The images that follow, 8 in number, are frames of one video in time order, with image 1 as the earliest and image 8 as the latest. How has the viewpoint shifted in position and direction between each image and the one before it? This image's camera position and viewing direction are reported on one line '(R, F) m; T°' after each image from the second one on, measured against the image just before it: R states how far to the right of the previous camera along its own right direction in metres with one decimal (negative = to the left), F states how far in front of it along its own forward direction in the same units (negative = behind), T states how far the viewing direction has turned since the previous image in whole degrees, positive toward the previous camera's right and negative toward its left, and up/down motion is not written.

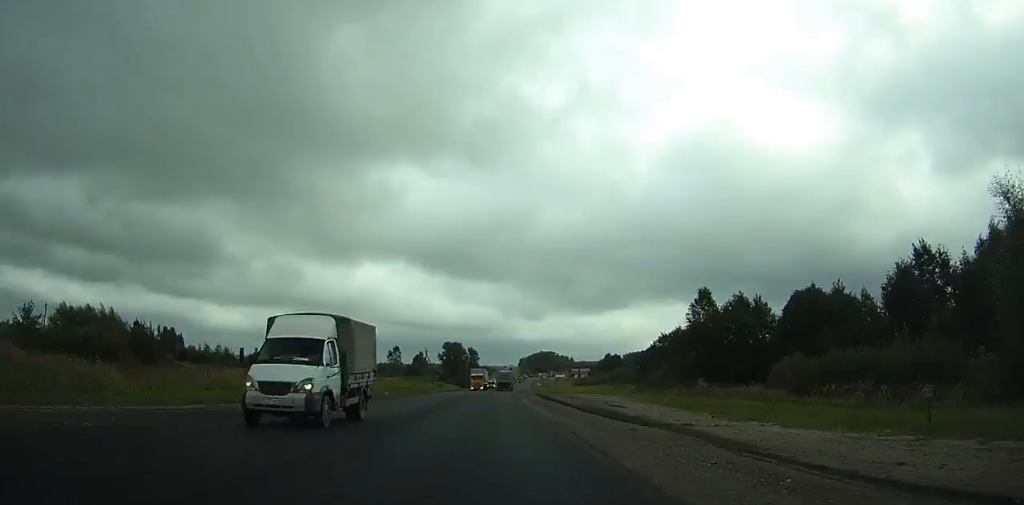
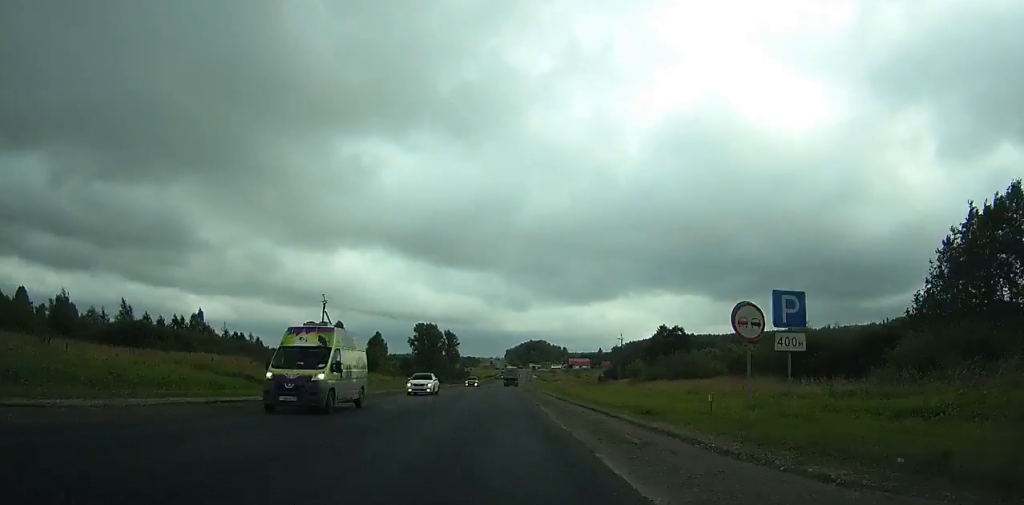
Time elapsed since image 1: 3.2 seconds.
(+0.5, +72.0) m; +1°
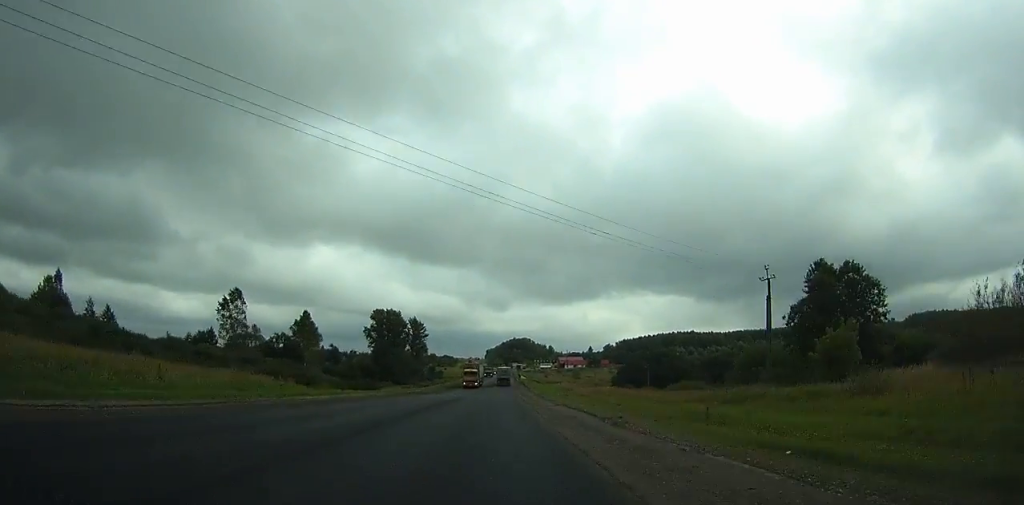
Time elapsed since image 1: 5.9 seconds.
(+0.5, +61.0) m; +1°
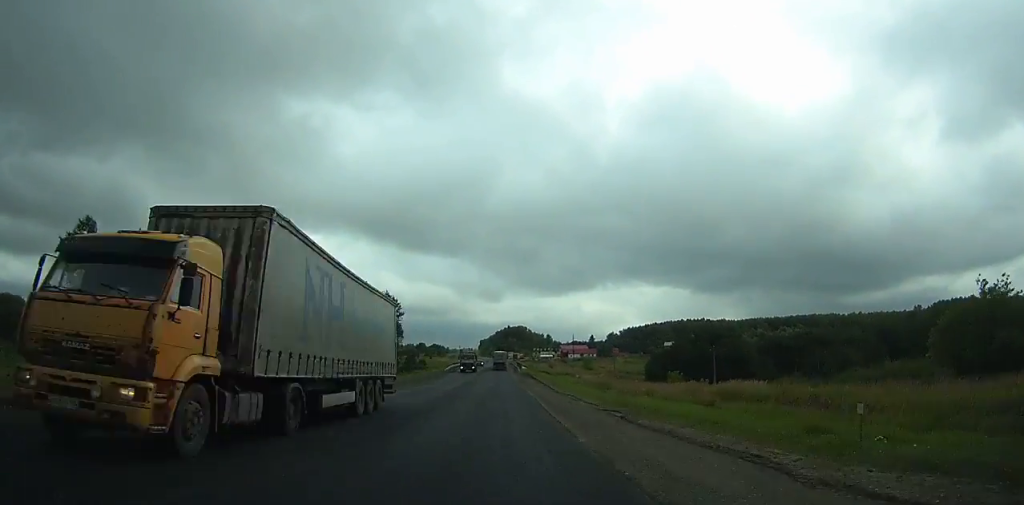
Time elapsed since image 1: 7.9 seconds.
(+0.4, +45.4) m; +1°
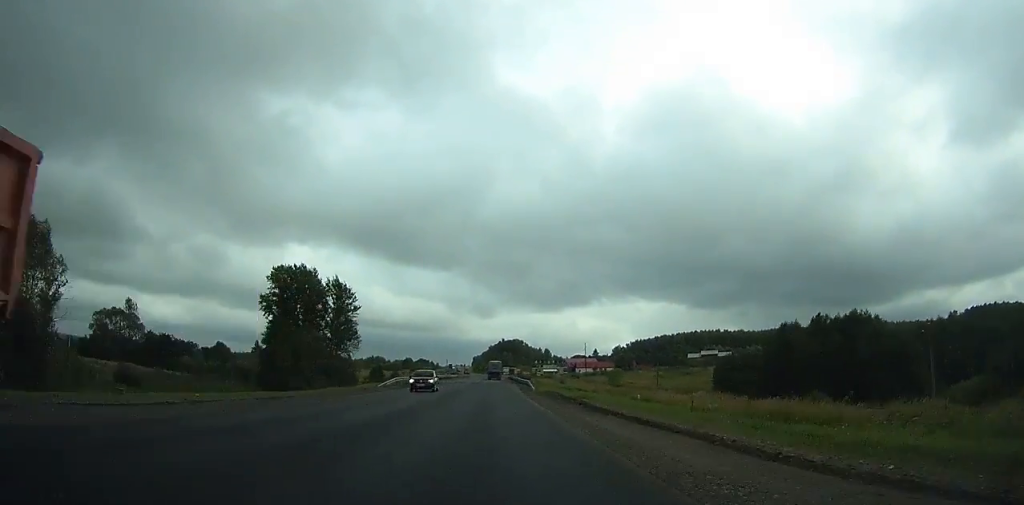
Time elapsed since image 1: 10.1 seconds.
(+0.5, +50.0) m; +1°
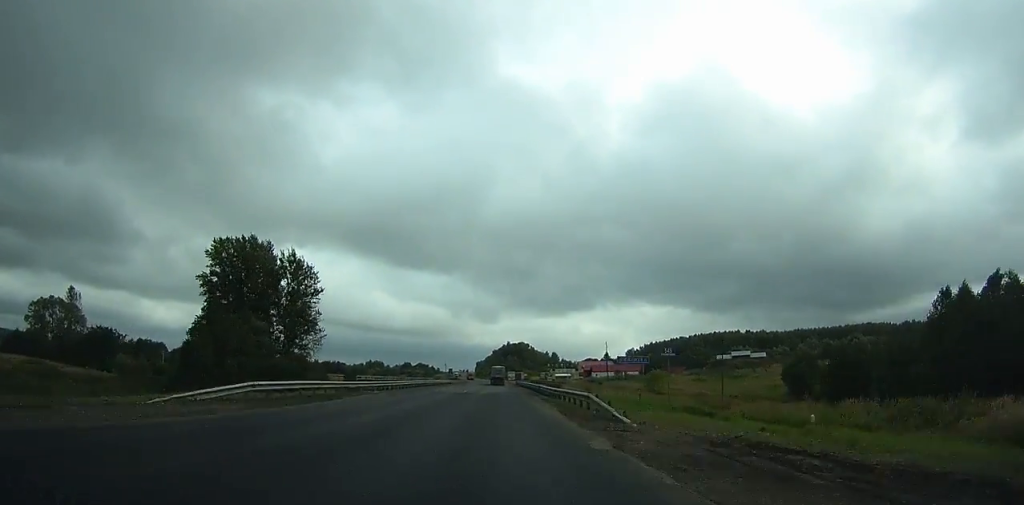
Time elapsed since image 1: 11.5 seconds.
(+0.1, +31.8) m; 0°
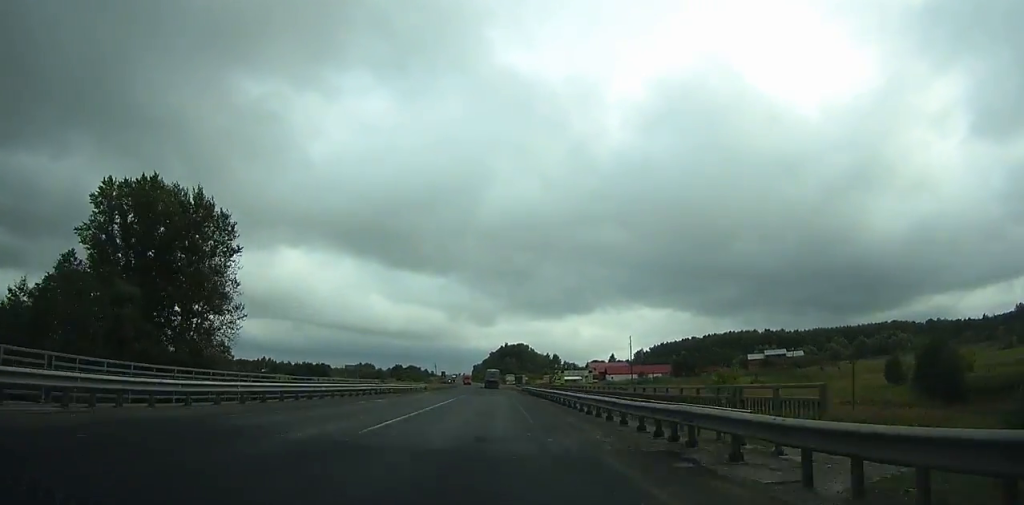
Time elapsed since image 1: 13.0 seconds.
(+0.1, +34.0) m; 0°
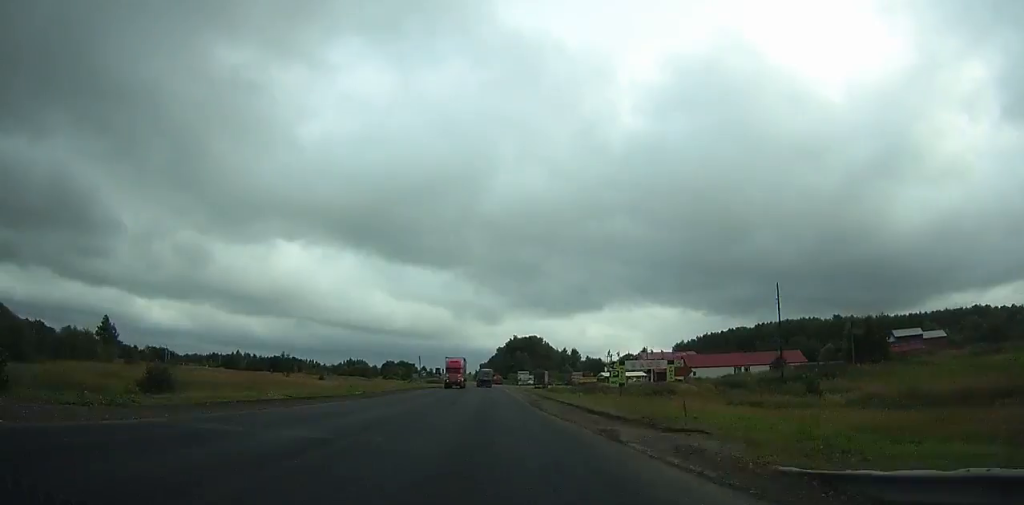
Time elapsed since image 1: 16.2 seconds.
(-0.2, +72.3) m; -1°
